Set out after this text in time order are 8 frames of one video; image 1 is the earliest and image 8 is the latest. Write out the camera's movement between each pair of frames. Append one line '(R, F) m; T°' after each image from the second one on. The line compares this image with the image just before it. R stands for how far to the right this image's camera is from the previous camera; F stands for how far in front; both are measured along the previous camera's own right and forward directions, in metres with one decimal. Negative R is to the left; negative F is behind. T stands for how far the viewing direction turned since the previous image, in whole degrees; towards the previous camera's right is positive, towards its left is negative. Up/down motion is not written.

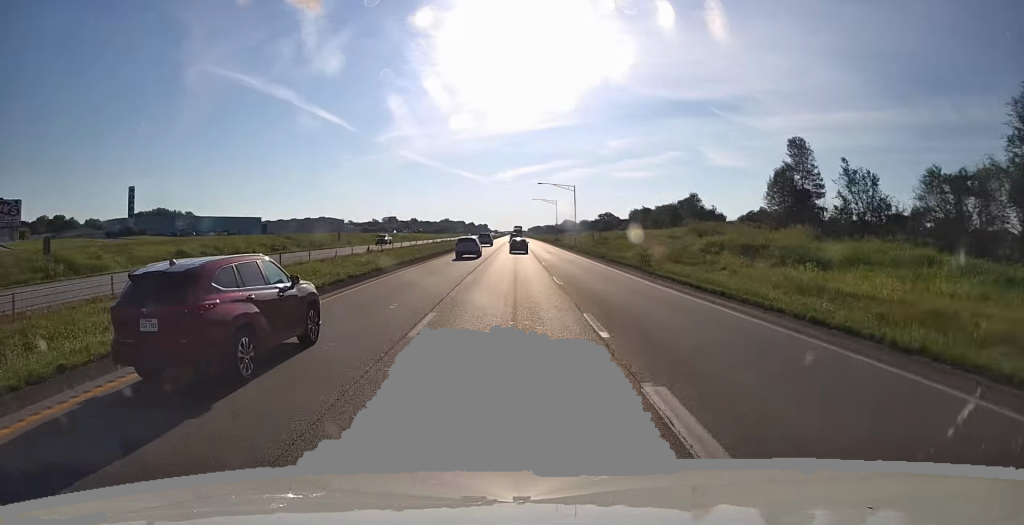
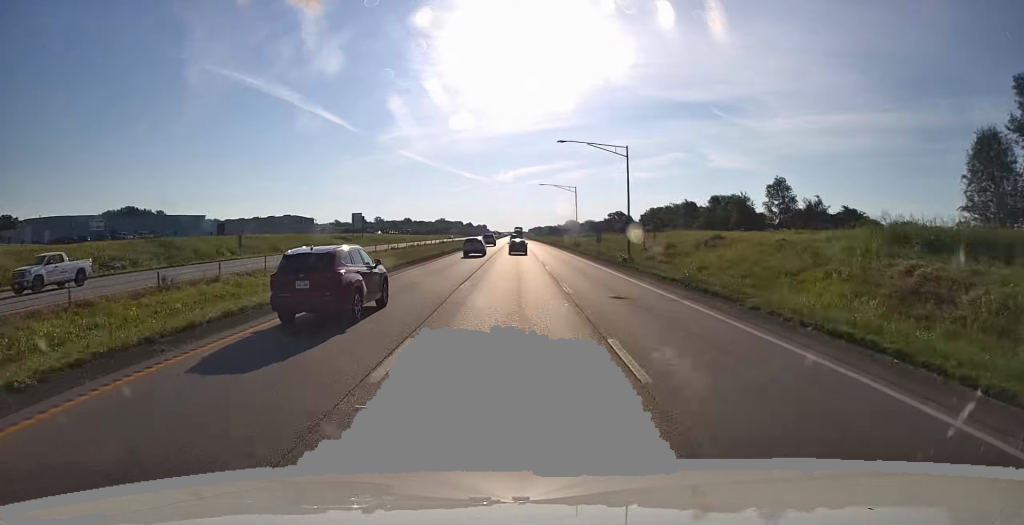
(+0.1, +39.4) m; 0°
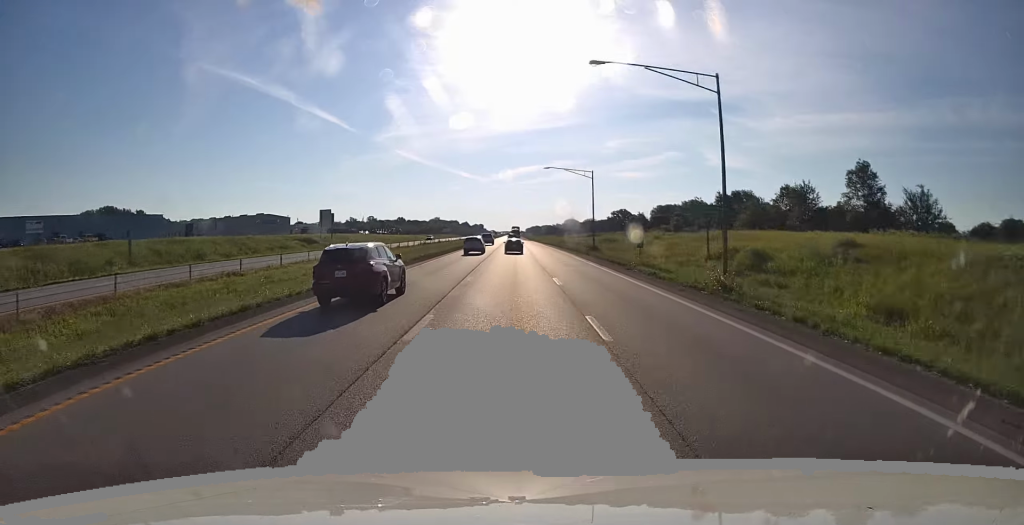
(-0.1, +21.2) m; 0°
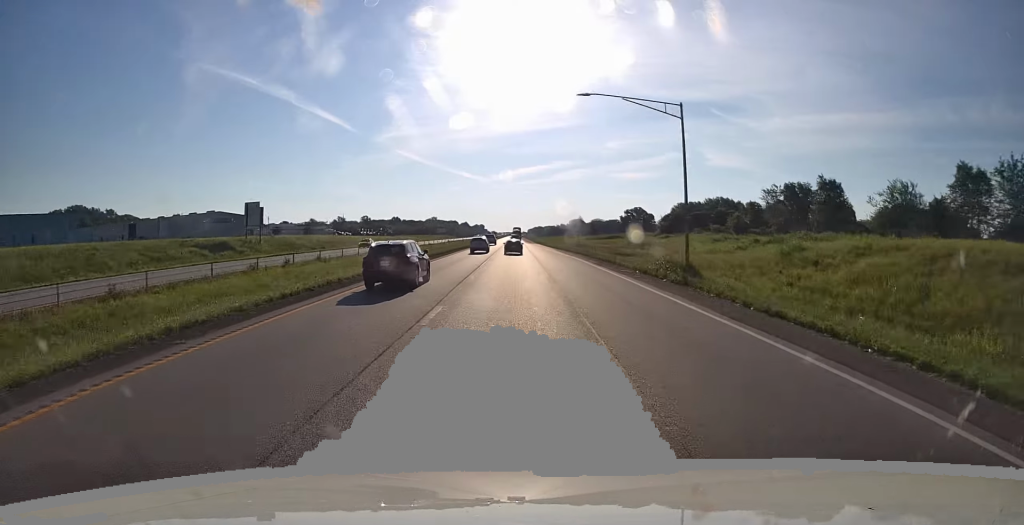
(+0.2, +34.3) m; +1°
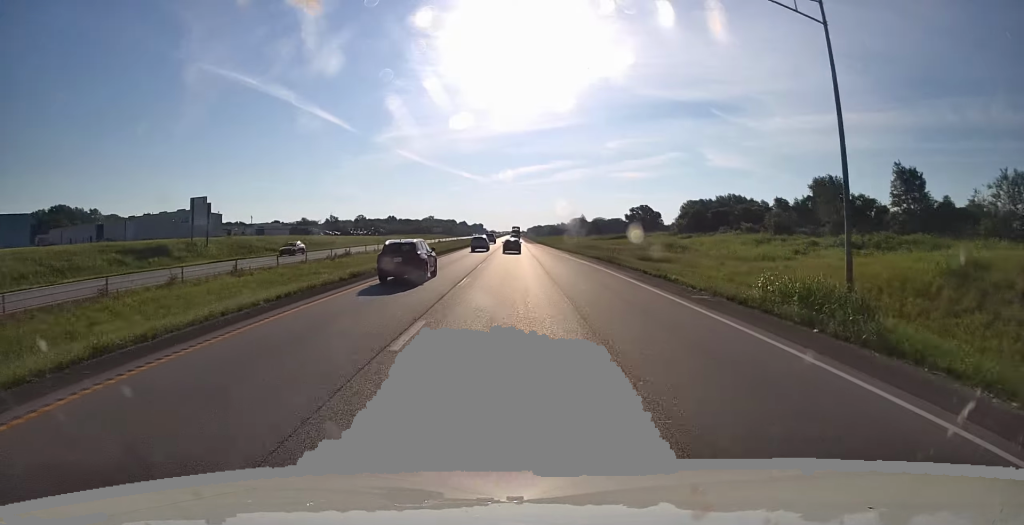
(+0.1, +15.1) m; 0°
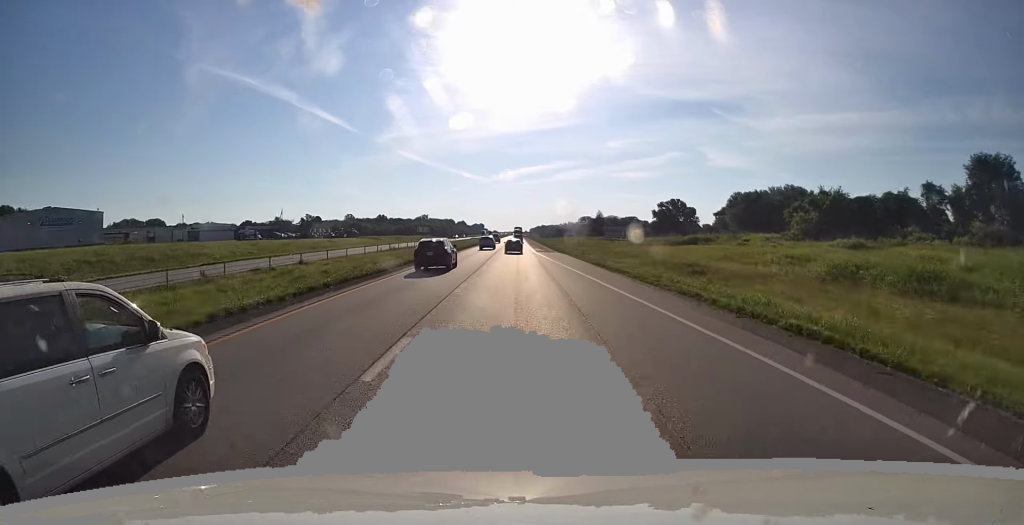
(-0.4, +50.3) m; 0°
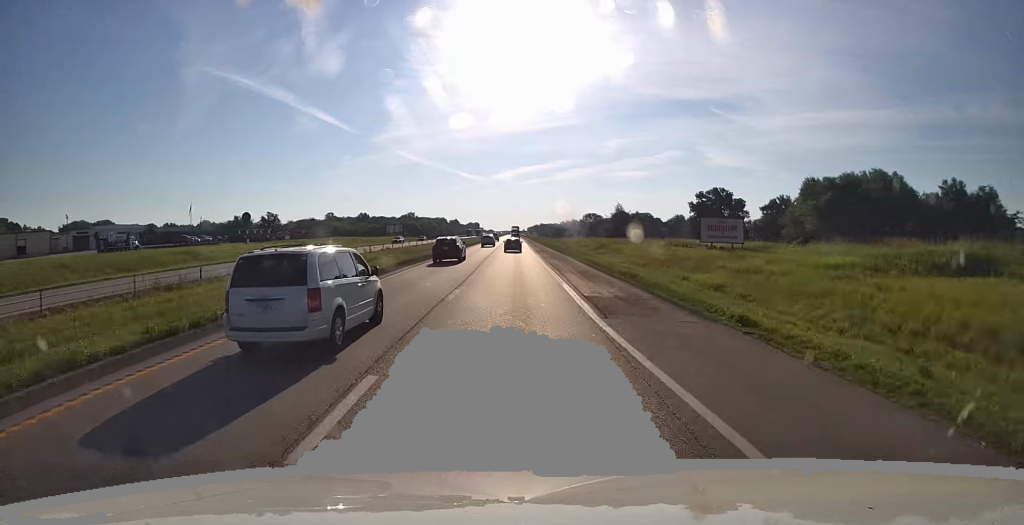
(+0.3, +51.3) m; 0°
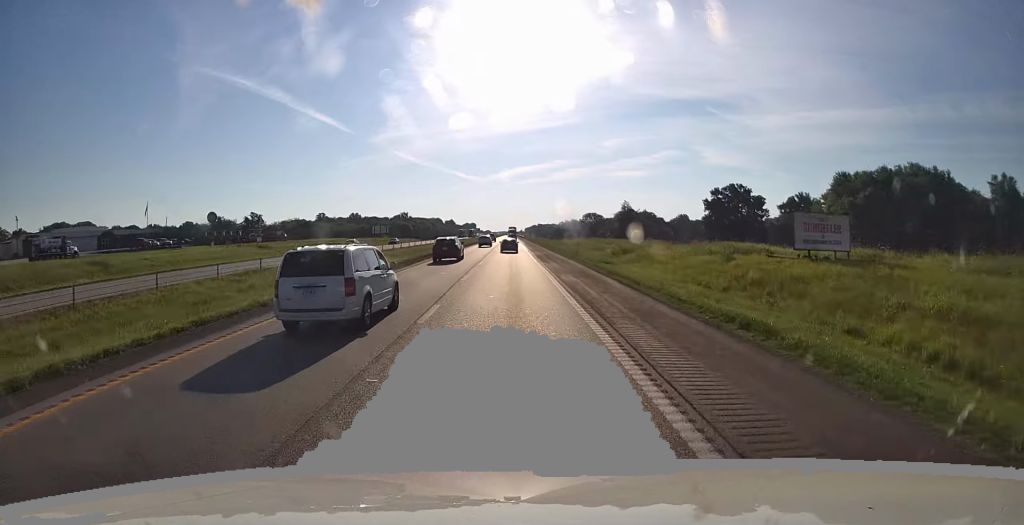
(0.0, +16.0) m; 0°
